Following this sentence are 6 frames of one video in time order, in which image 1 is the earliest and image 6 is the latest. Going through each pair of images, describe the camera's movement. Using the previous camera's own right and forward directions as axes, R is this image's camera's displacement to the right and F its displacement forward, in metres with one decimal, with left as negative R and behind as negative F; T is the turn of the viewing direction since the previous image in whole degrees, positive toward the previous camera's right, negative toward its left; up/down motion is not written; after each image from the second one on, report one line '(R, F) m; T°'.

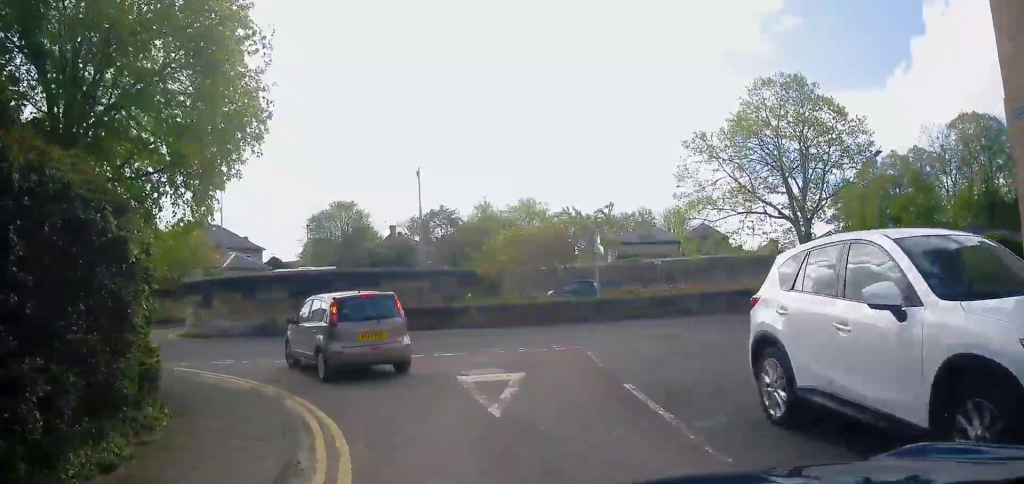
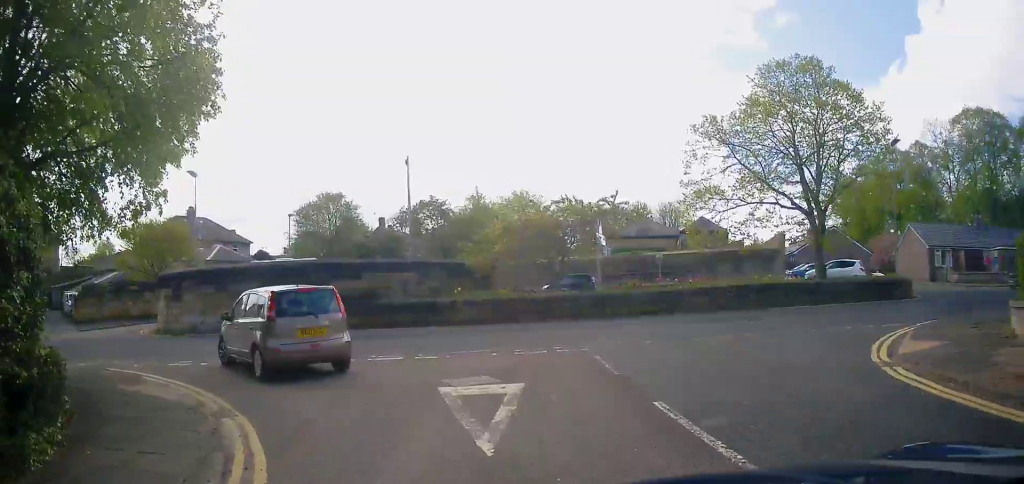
(-0.2, +1.8) m; -7°
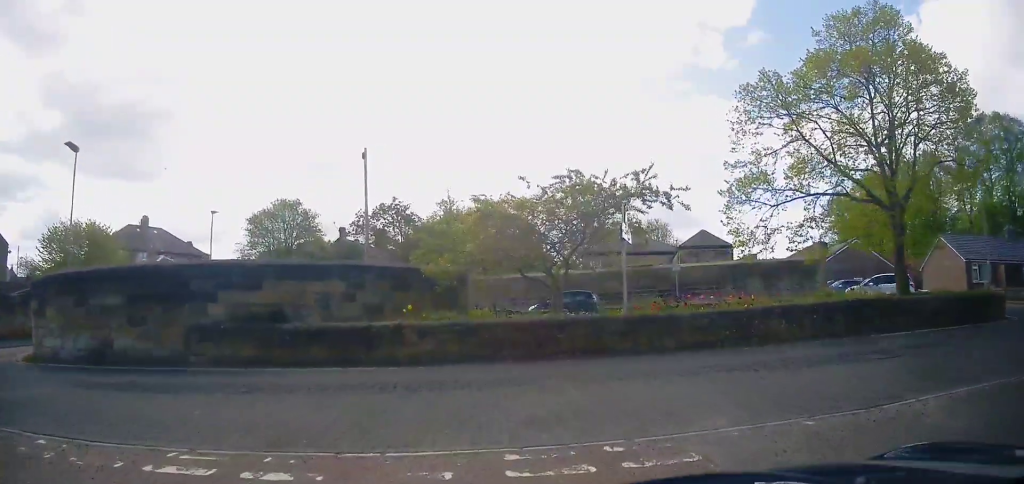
(+0.1, +7.5) m; +8°
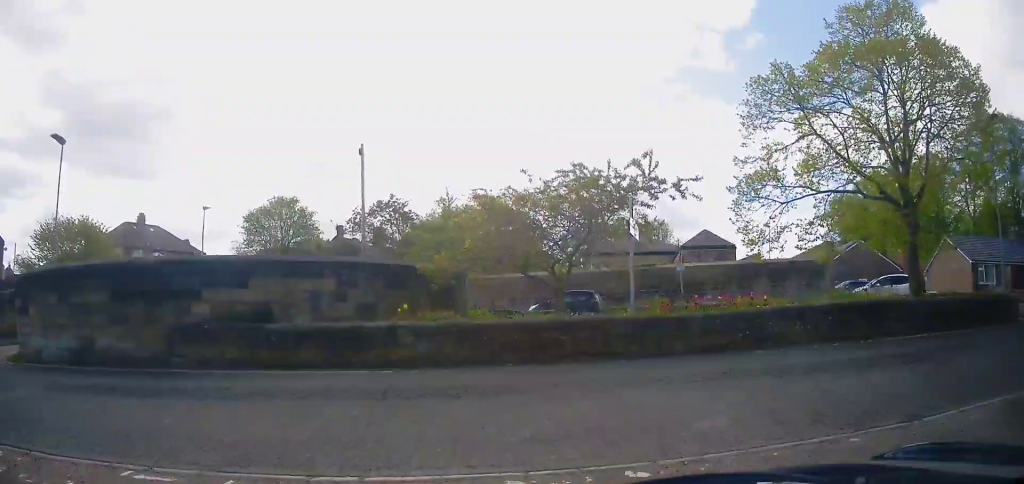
(+0.1, +1.1) m; +5°
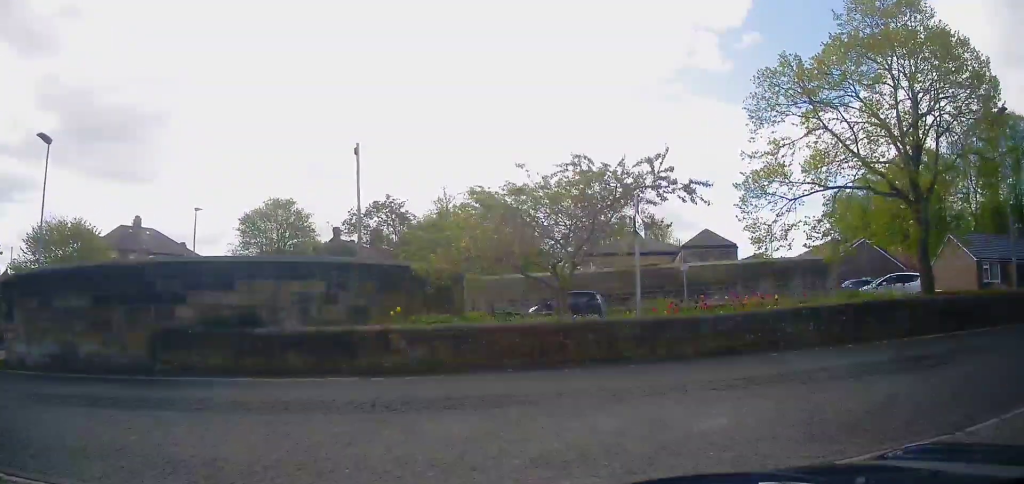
(0.0, +1.2) m; +2°
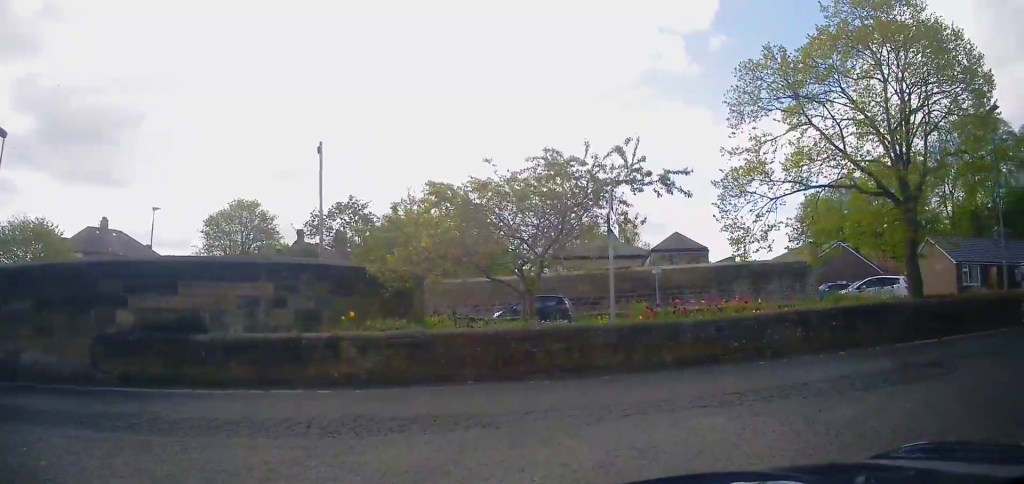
(0.0, +0.9) m; 0°
